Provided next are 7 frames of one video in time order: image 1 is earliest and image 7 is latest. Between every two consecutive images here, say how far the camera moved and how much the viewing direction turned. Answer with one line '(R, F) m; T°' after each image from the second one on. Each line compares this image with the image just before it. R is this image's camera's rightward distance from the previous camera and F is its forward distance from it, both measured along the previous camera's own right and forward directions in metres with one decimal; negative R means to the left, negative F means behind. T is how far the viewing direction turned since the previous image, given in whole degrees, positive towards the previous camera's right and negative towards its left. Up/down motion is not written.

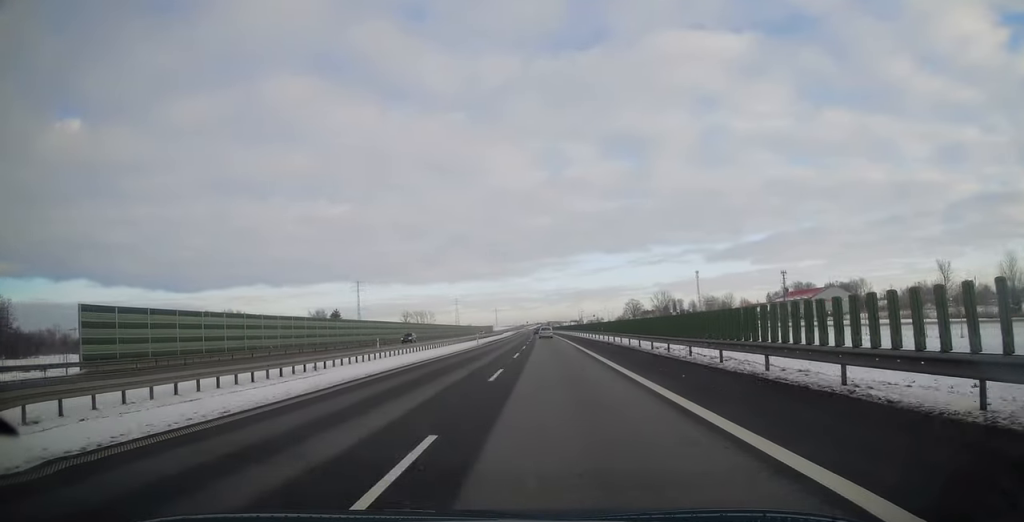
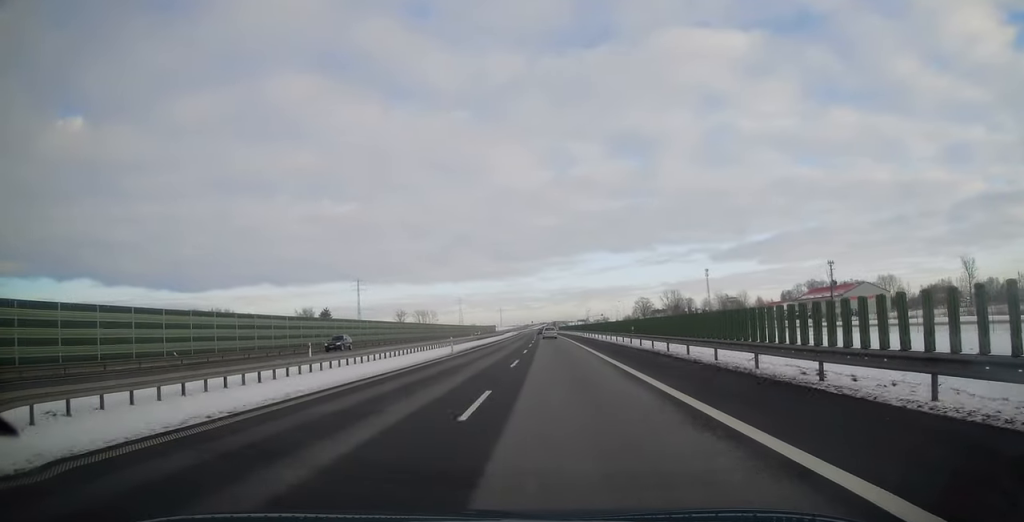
(0.0, +18.5) m; 0°
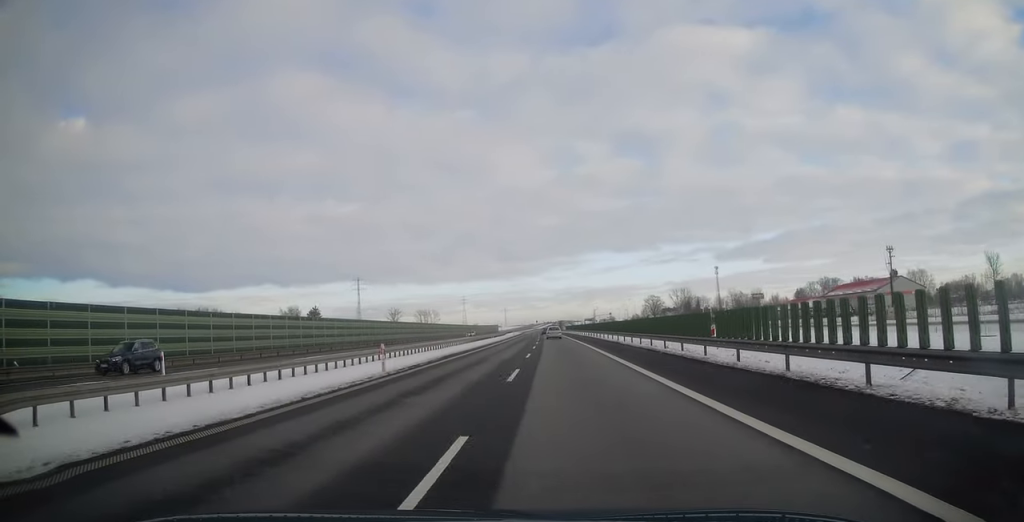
(-0.1, +17.4) m; -1°
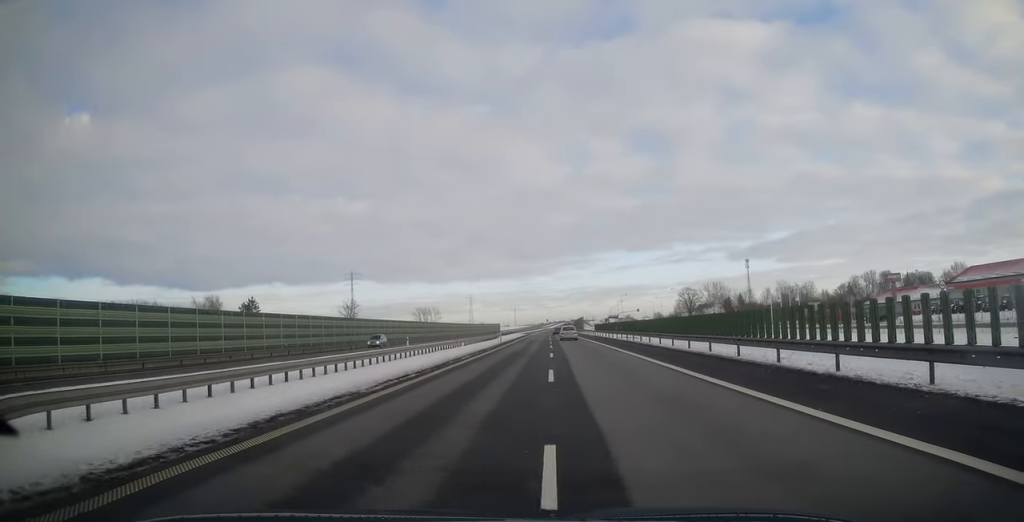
(-1.4, +60.2) m; -2°
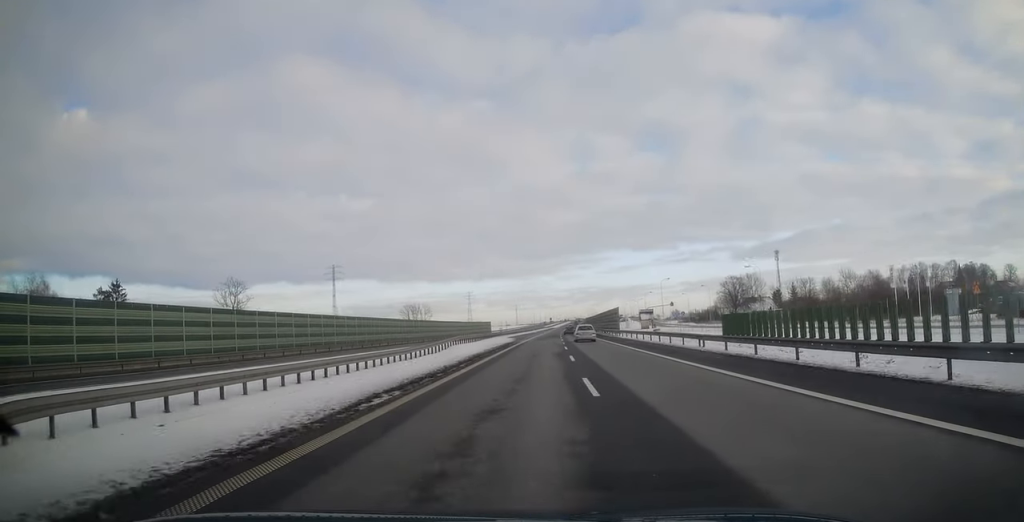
(+0.8, +63.1) m; +1°
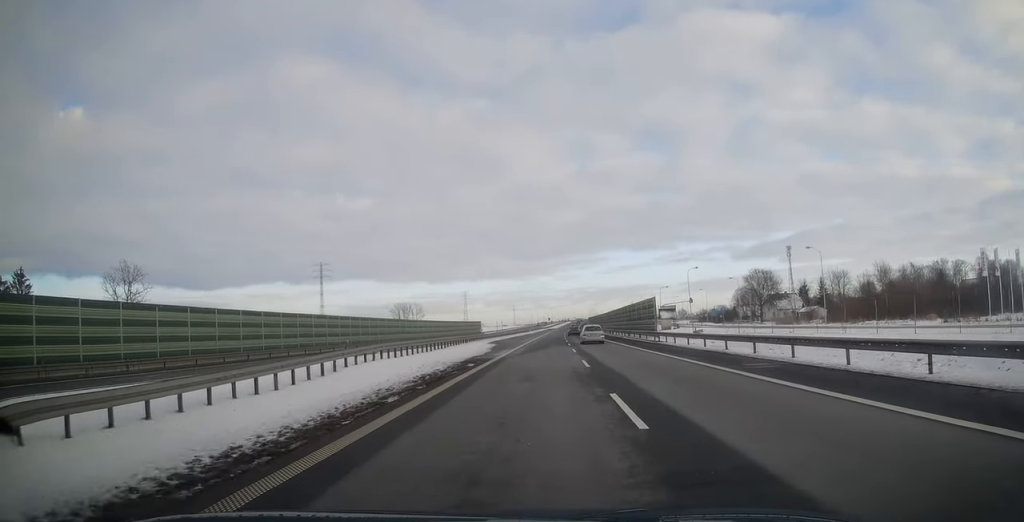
(-0.4, +27.6) m; -1°
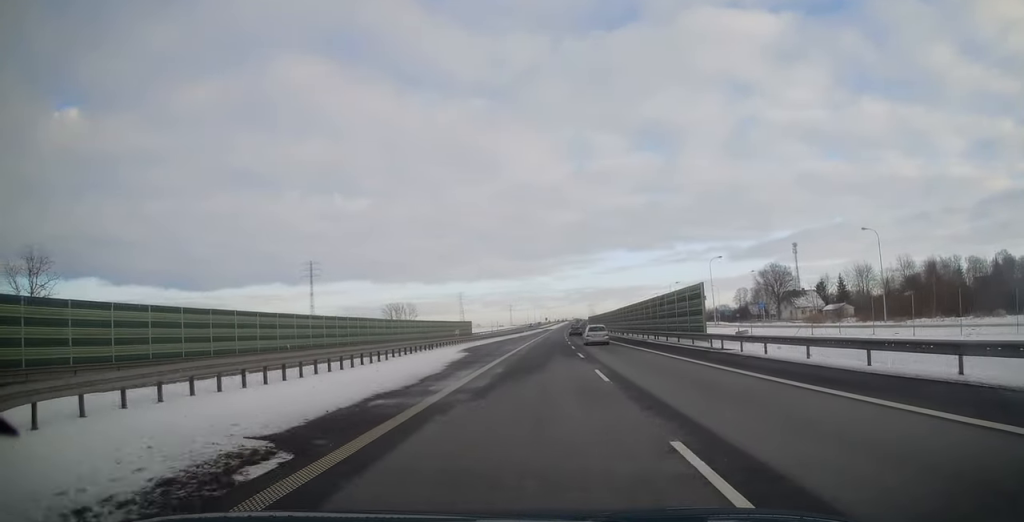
(-0.1, +16.9) m; 0°
